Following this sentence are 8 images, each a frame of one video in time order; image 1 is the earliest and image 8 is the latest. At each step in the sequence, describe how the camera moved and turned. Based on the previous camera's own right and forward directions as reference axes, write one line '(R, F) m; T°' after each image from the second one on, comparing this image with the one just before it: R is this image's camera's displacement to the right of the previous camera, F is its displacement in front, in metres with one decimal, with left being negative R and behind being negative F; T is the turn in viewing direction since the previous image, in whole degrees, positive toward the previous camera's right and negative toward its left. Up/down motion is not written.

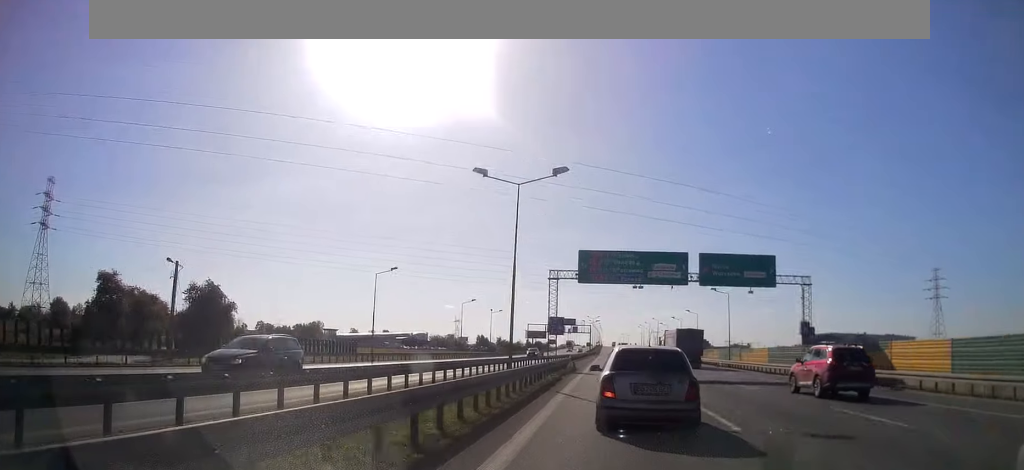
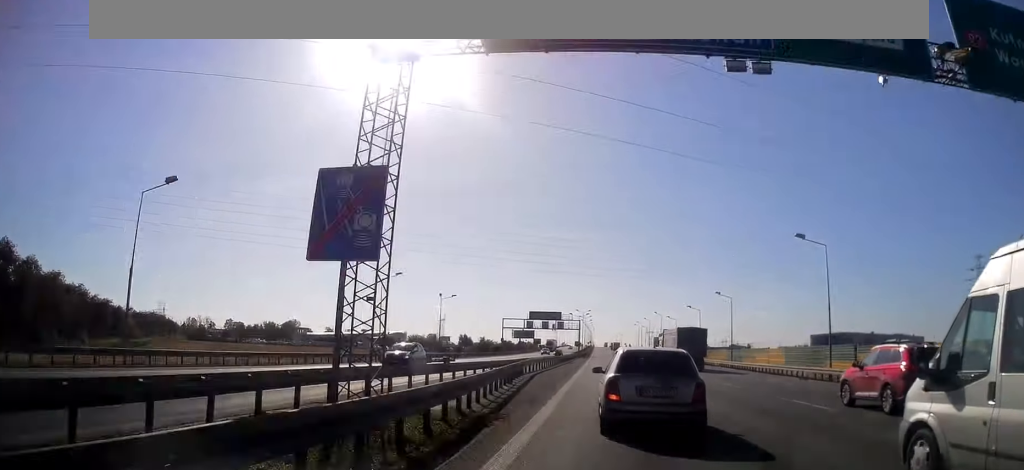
(0.0, +32.4) m; 0°
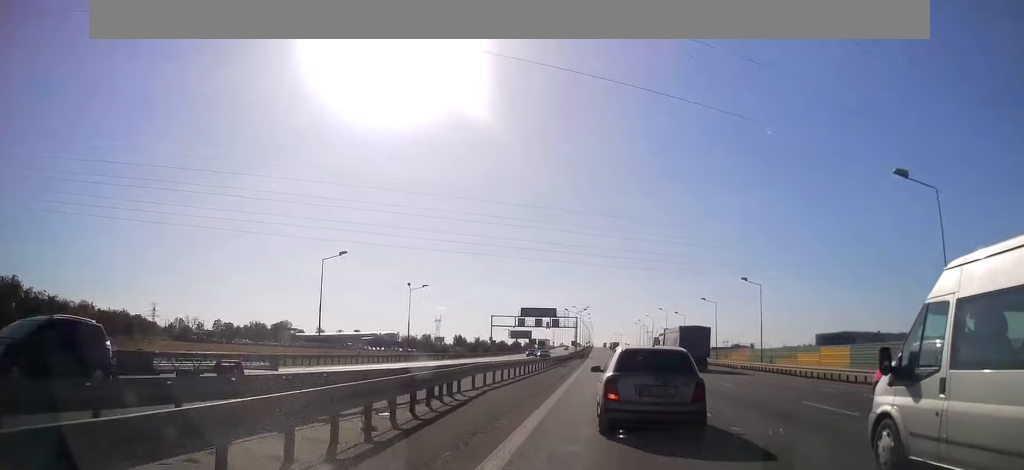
(0.0, +13.6) m; 0°
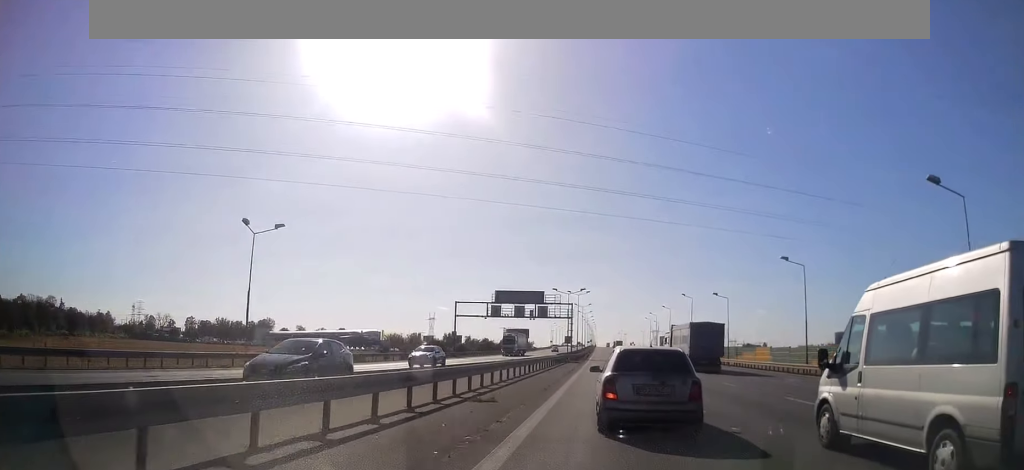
(0.0, +34.8) m; 0°
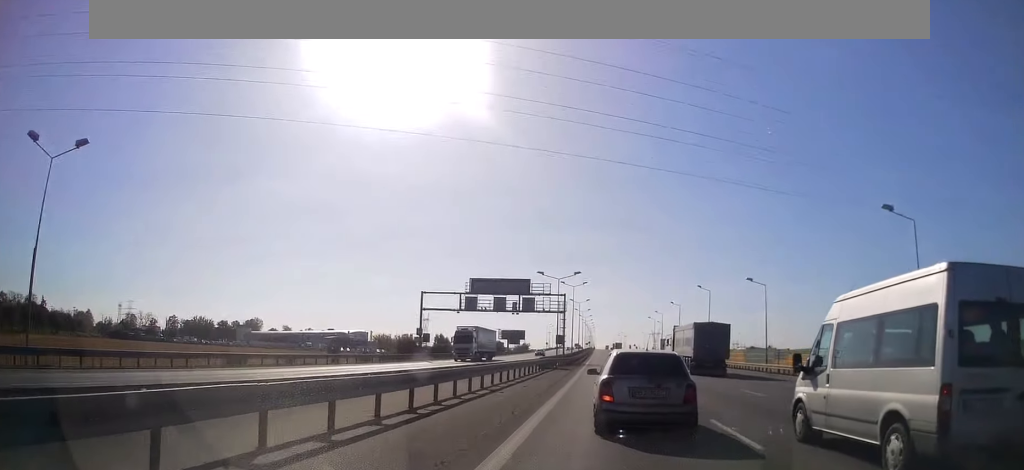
(-0.1, +17.9) m; 0°
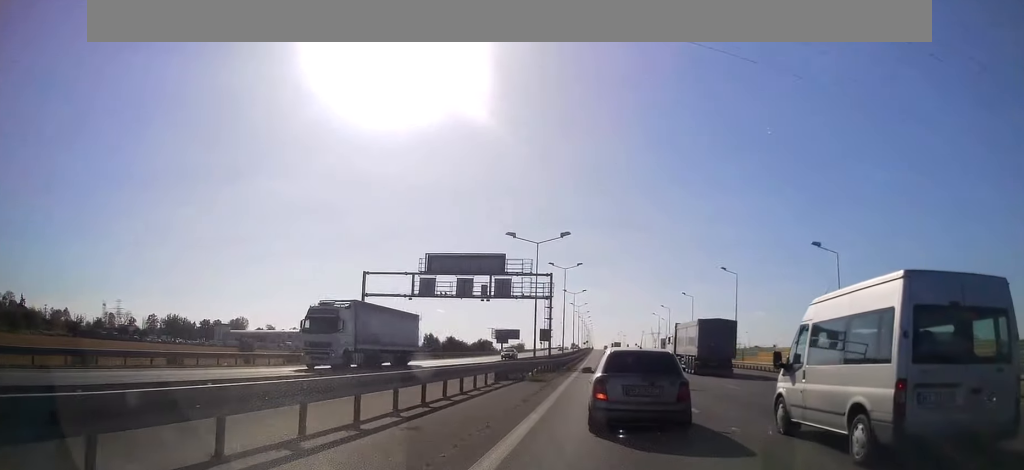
(+0.1, +18.8) m; 0°
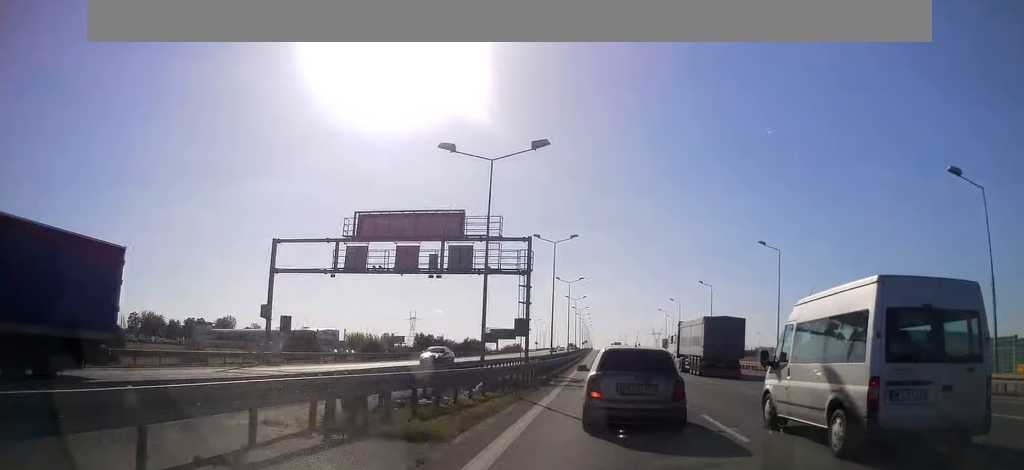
(+0.1, +17.1) m; 0°
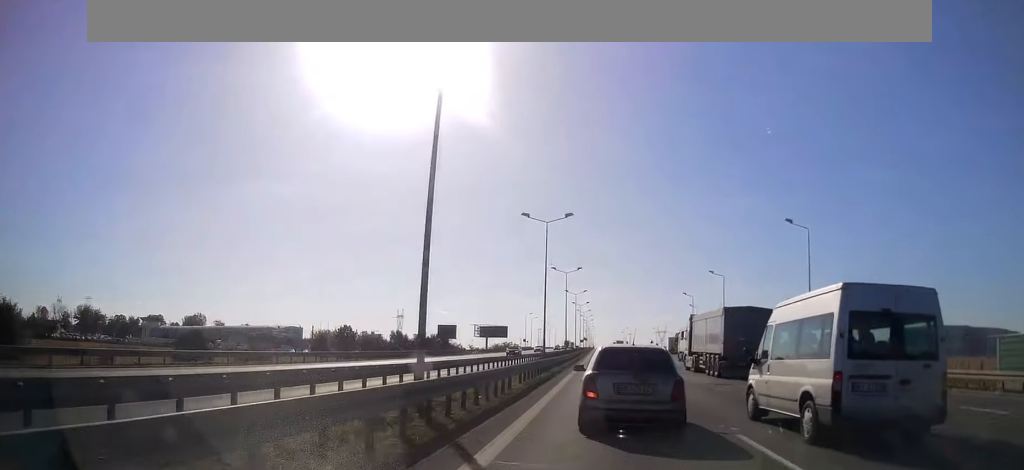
(-0.1, +39.4) m; 0°
